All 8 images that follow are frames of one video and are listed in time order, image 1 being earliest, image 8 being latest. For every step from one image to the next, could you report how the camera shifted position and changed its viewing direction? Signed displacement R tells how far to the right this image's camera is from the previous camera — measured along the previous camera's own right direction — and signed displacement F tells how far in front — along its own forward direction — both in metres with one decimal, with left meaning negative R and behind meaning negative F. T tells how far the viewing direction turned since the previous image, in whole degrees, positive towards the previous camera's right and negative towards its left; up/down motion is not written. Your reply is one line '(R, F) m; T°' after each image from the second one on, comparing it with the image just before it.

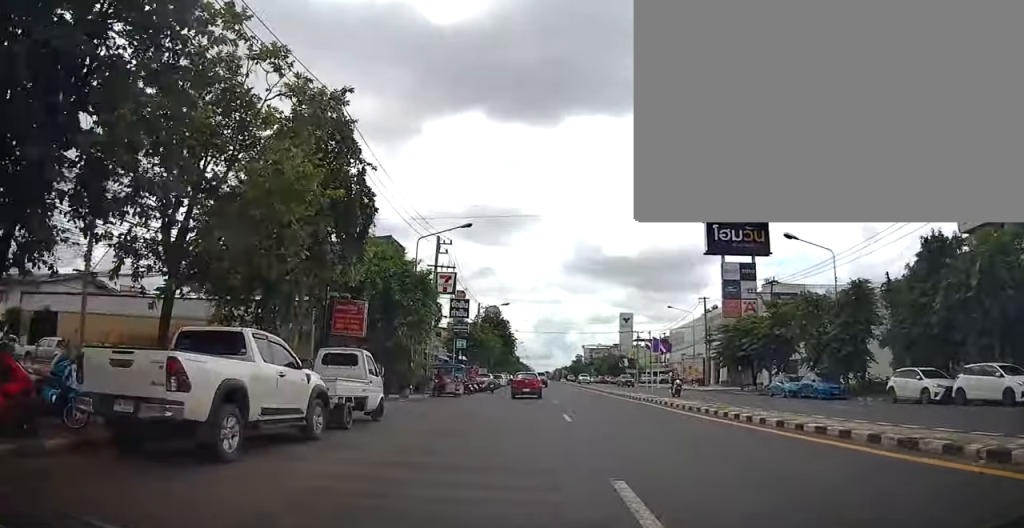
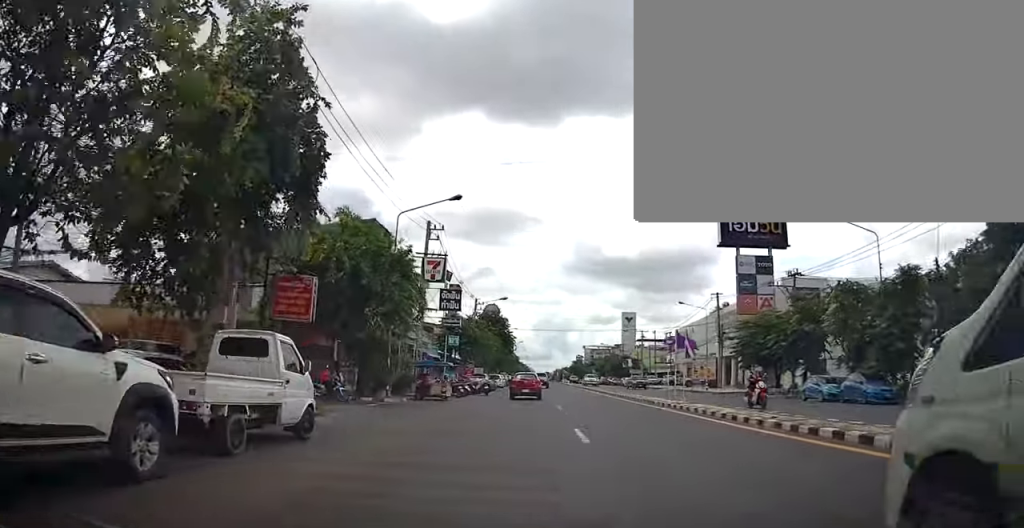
(-0.1, +4.8) m; 0°
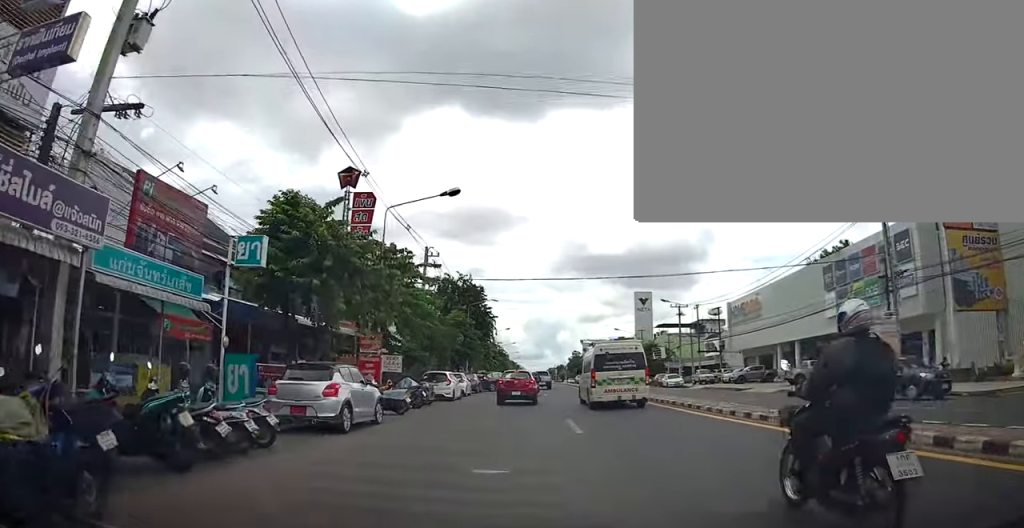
(+0.1, +34.3) m; 0°
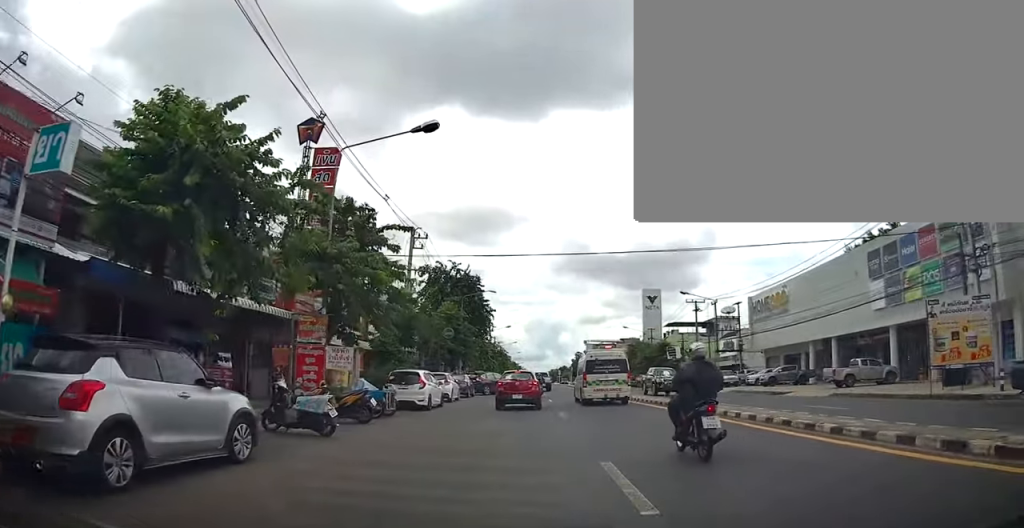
(-0.1, +7.1) m; -1°
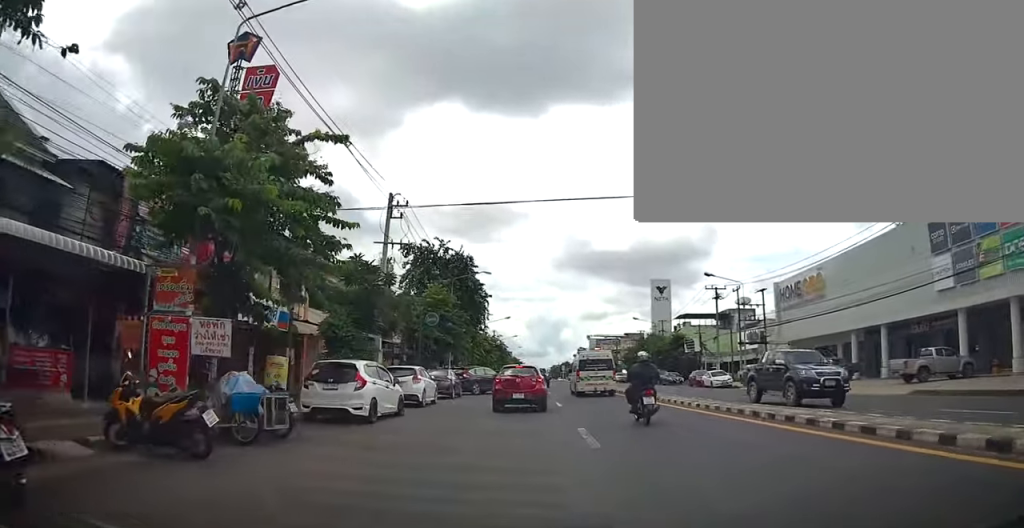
(0.0, +7.9) m; -1°
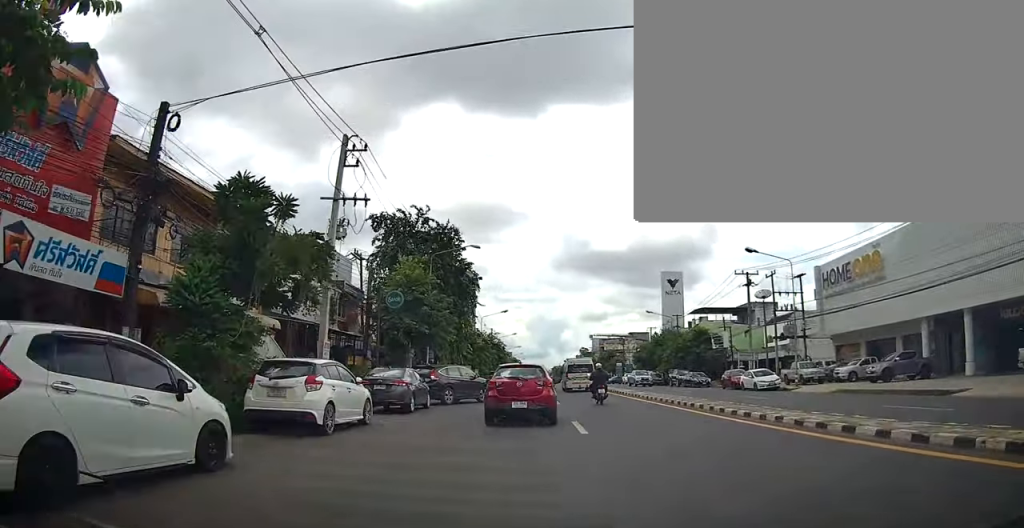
(-0.3, +11.5) m; +2°
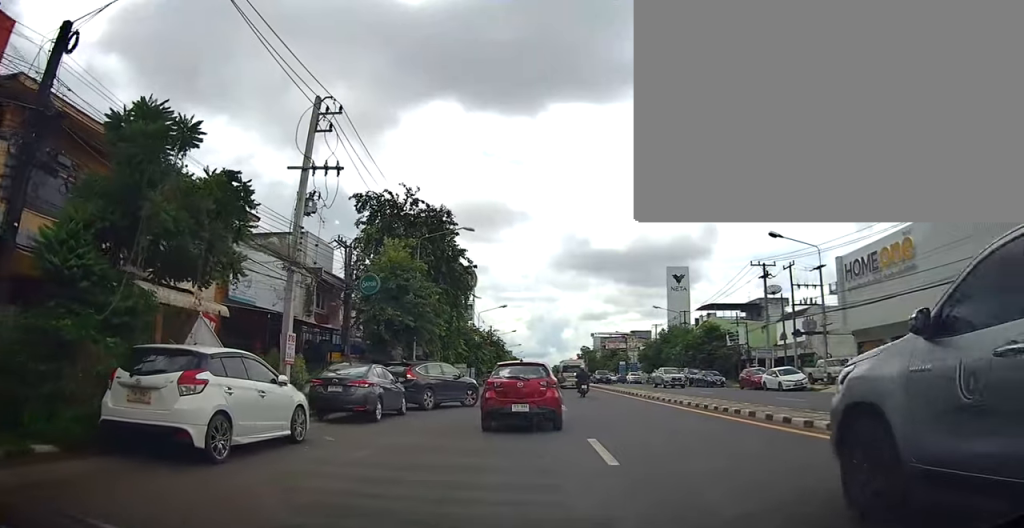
(+0.4, +5.4) m; +1°
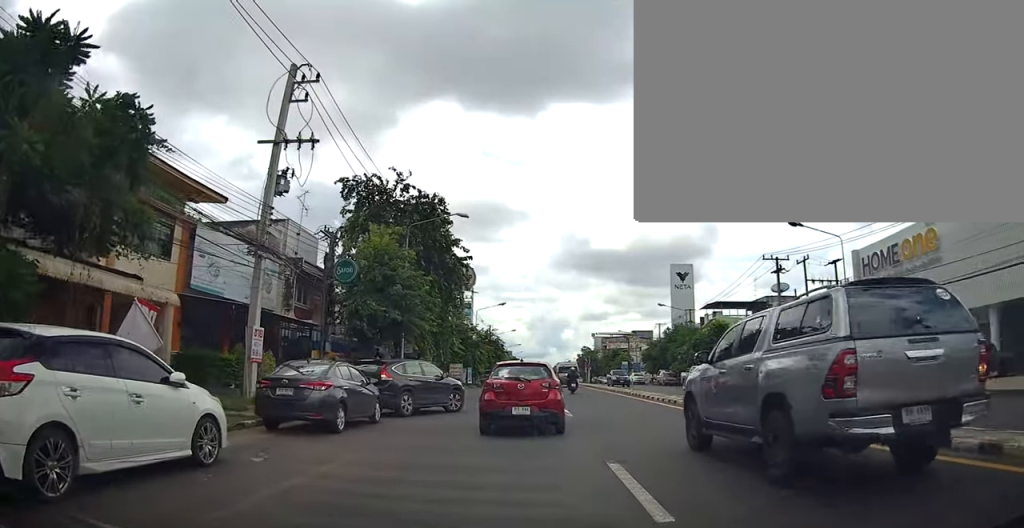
(+0.1, +4.4) m; 0°
